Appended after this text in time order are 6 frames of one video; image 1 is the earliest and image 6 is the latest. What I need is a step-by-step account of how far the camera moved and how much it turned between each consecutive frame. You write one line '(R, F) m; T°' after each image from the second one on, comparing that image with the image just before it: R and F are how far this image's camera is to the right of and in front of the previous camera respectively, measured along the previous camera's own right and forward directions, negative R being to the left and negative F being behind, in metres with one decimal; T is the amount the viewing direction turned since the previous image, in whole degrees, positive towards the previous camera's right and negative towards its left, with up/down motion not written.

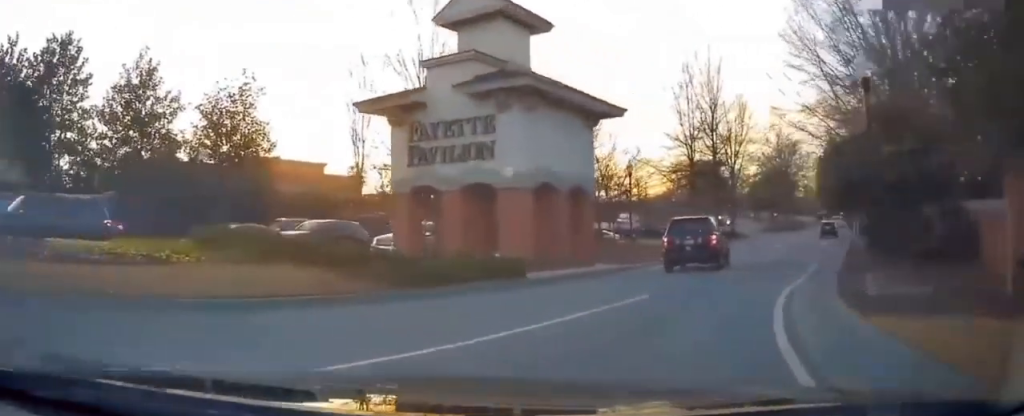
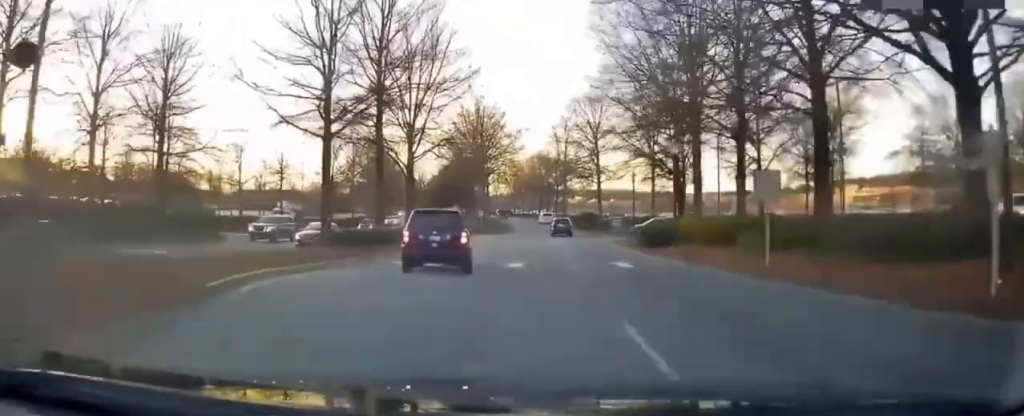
(+8.7, +22.0) m; +41°
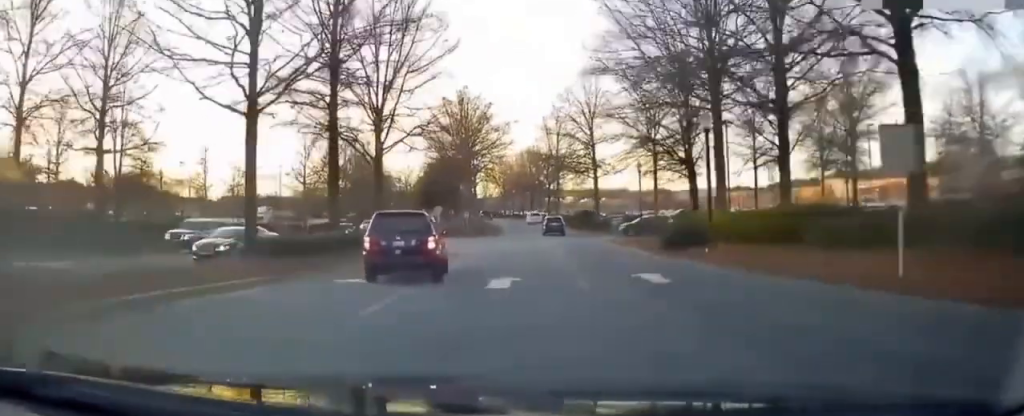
(+0.7, +5.2) m; +3°
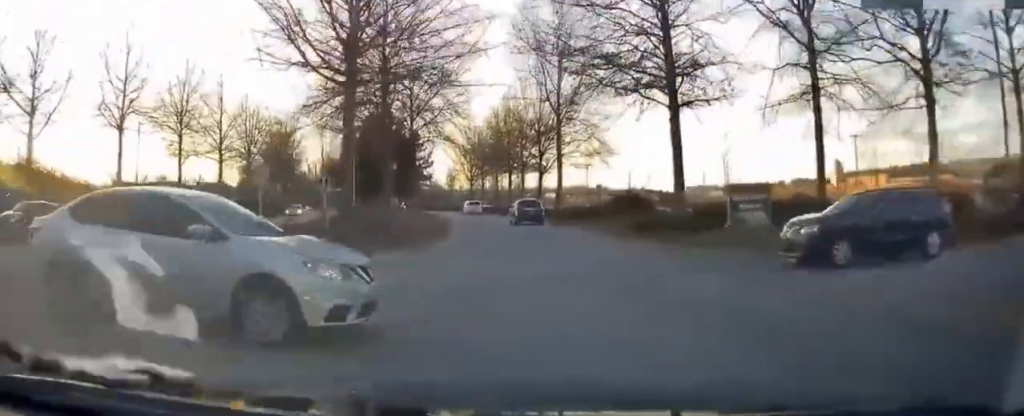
(+4.1, +33.8) m; +11°
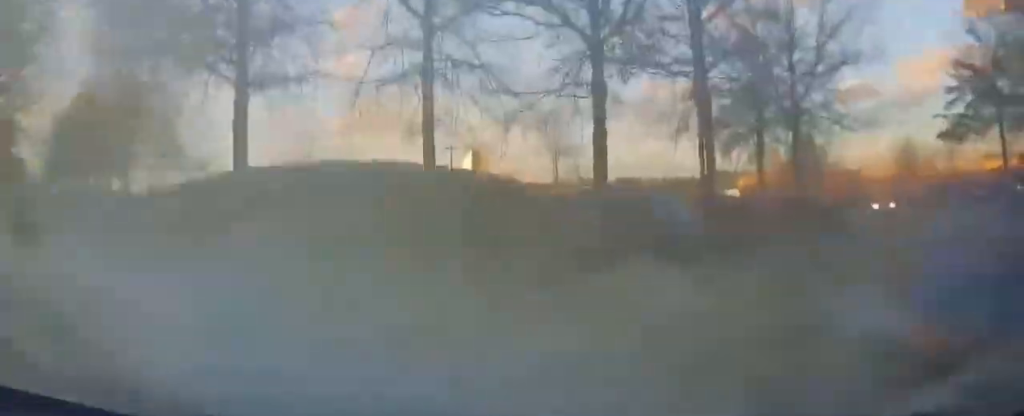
(-0.2, +12.9) m; +3°
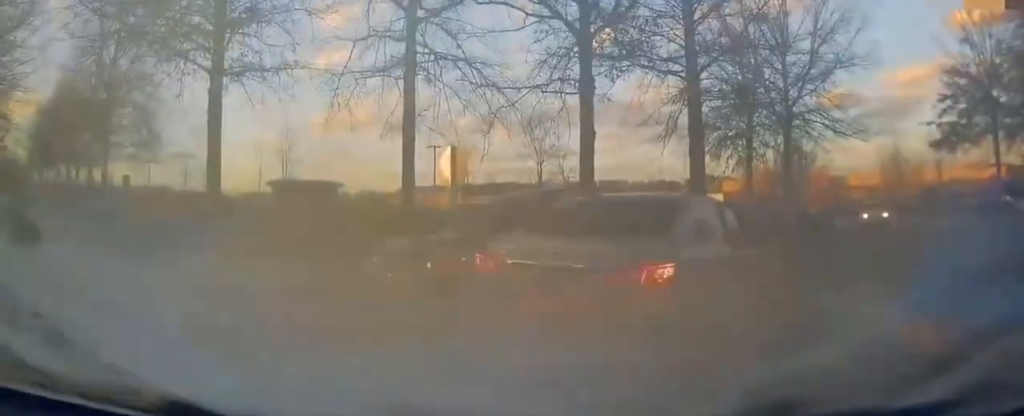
(0.0, +6.6) m; +7°
